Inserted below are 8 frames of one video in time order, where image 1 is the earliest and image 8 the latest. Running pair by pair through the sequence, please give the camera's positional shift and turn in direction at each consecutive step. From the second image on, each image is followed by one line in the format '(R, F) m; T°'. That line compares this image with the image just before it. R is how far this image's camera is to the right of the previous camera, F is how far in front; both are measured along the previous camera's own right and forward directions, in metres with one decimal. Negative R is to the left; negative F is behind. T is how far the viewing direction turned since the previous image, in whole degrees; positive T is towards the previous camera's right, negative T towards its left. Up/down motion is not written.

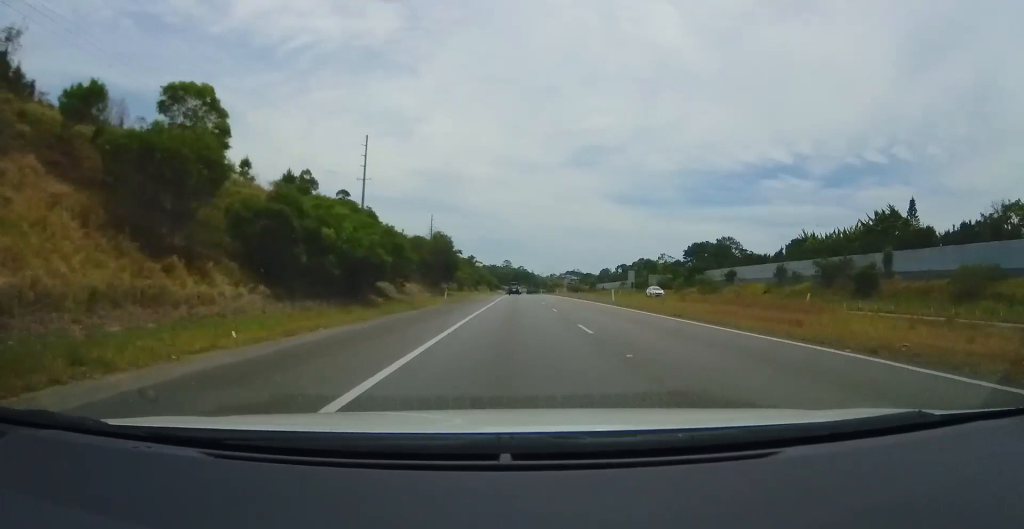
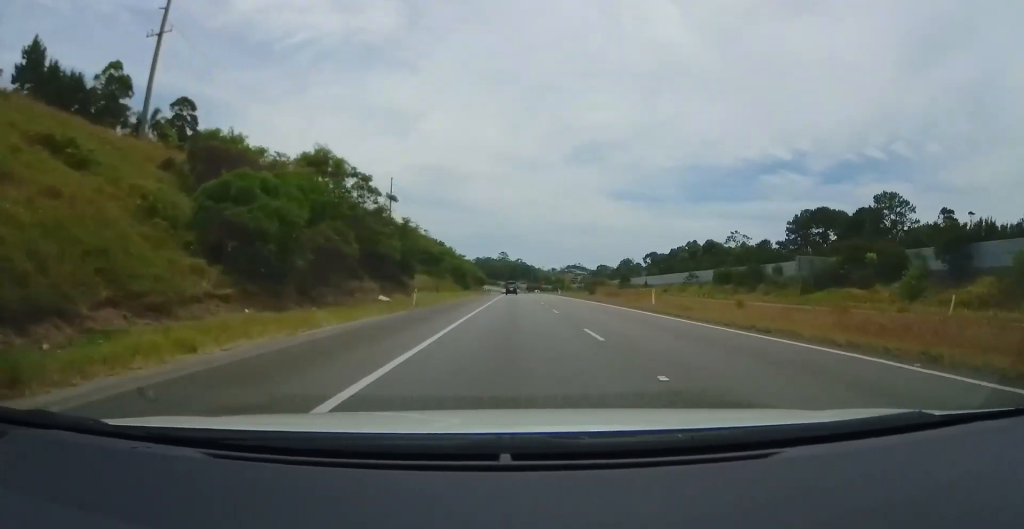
(+1.0, +73.6) m; +1°
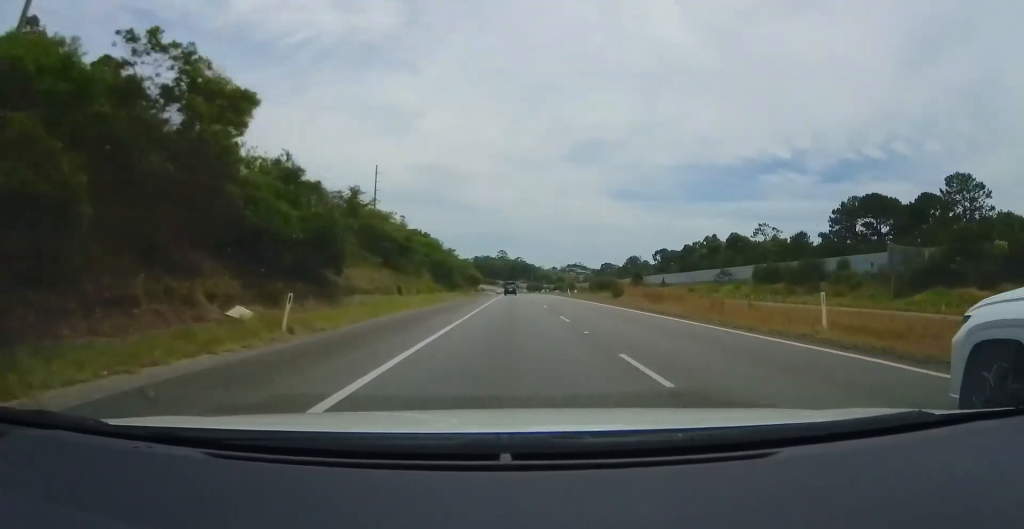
(+0.2, +17.2) m; 0°
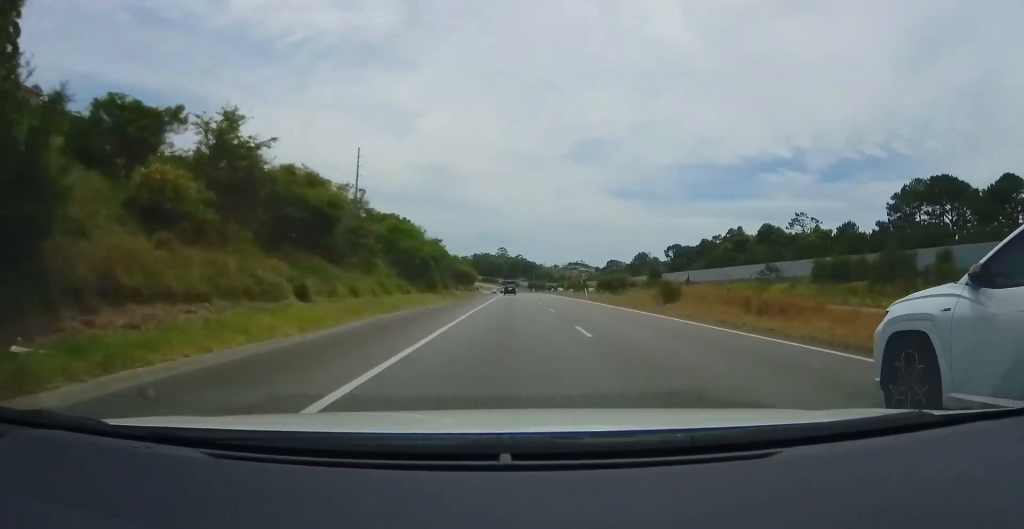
(-0.1, +17.4) m; -1°
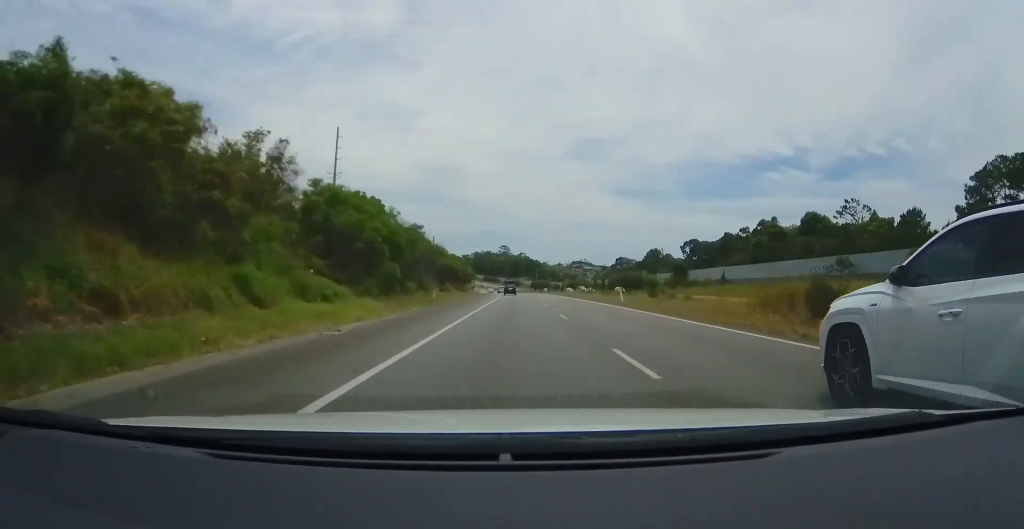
(-0.1, +17.5) m; -1°
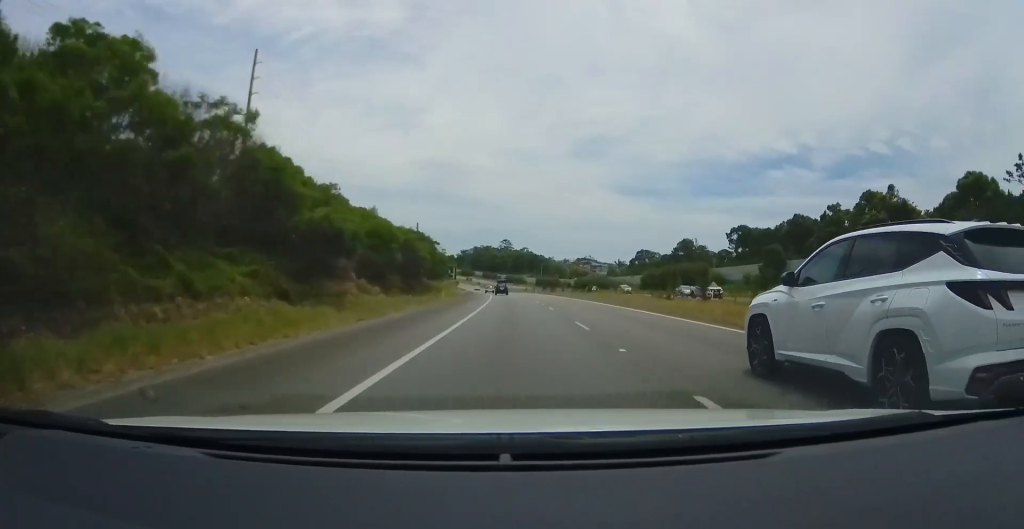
(-0.2, +39.9) m; 0°
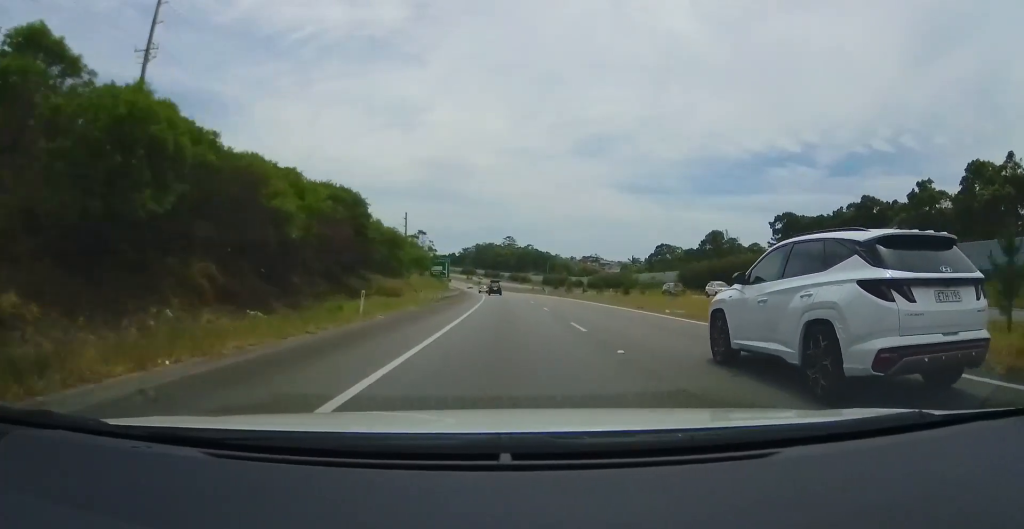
(+0.1, +24.8) m; -1°
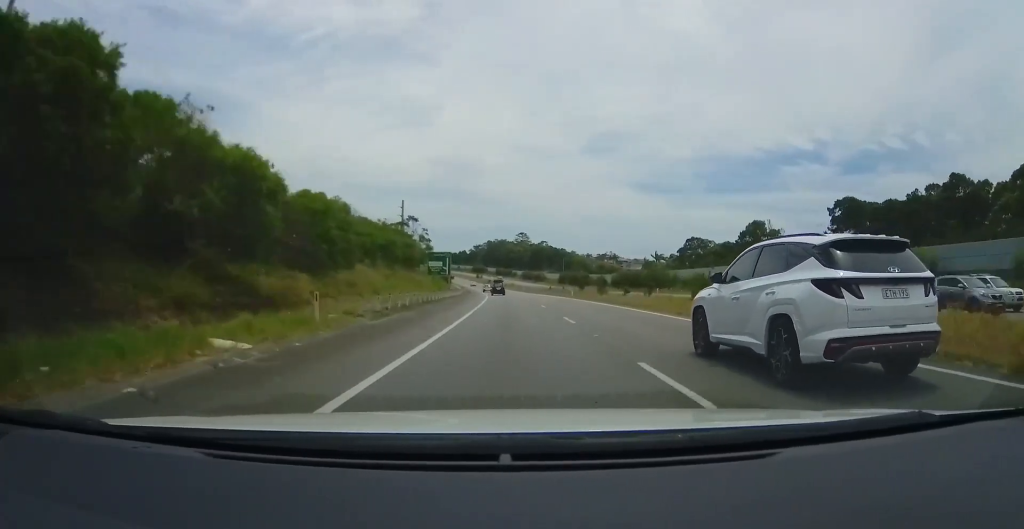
(0.0, +20.3) m; -1°
